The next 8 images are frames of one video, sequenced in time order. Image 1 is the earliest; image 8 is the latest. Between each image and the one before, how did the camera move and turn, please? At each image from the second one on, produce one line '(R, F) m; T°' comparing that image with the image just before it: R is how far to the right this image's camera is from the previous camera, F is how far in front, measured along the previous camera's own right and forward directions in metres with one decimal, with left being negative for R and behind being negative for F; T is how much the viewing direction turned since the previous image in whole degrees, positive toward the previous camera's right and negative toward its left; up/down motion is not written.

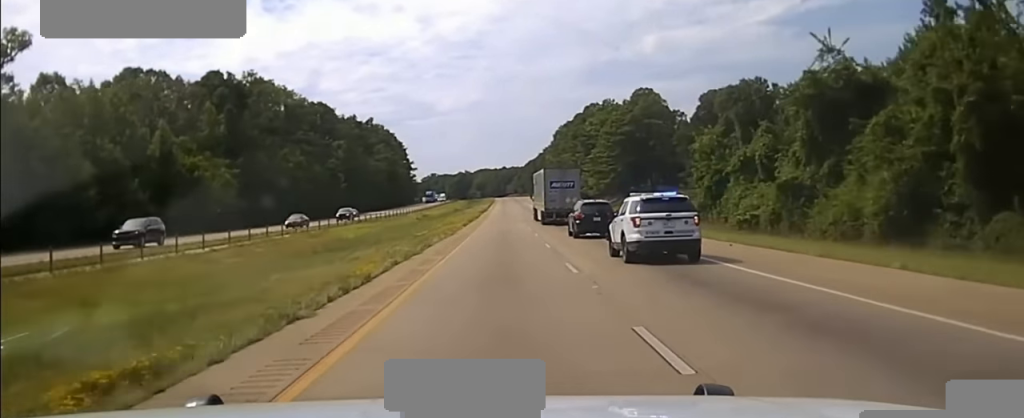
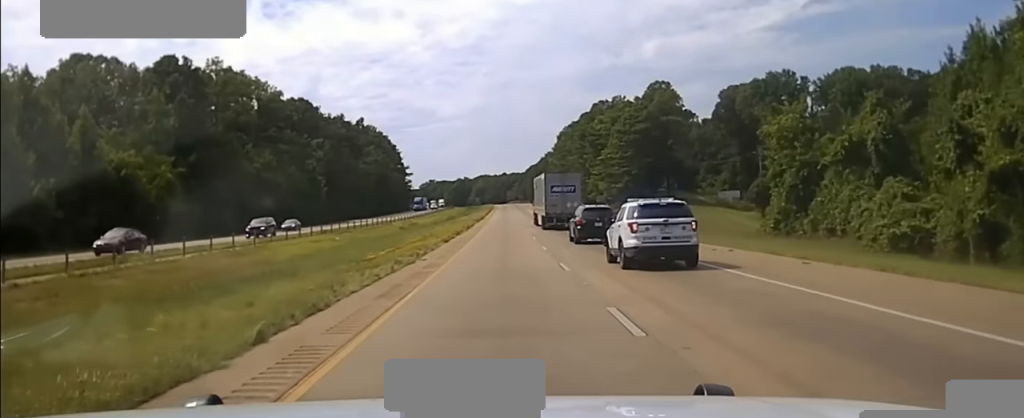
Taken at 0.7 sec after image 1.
(0.0, +21.5) m; 0°
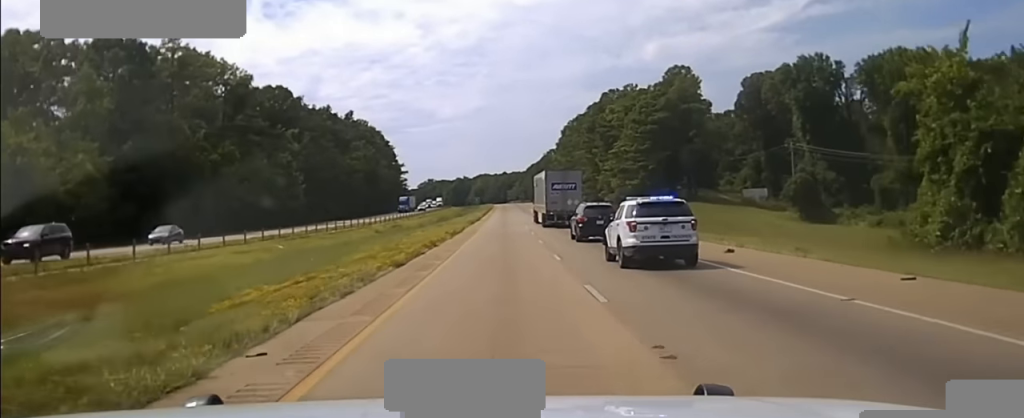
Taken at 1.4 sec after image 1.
(0.0, +20.6) m; 0°
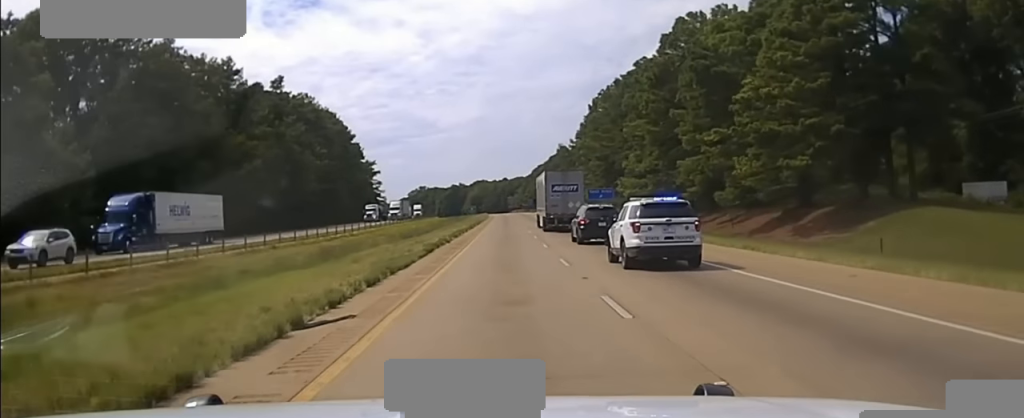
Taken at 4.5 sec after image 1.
(+1.5, +88.6) m; +1°
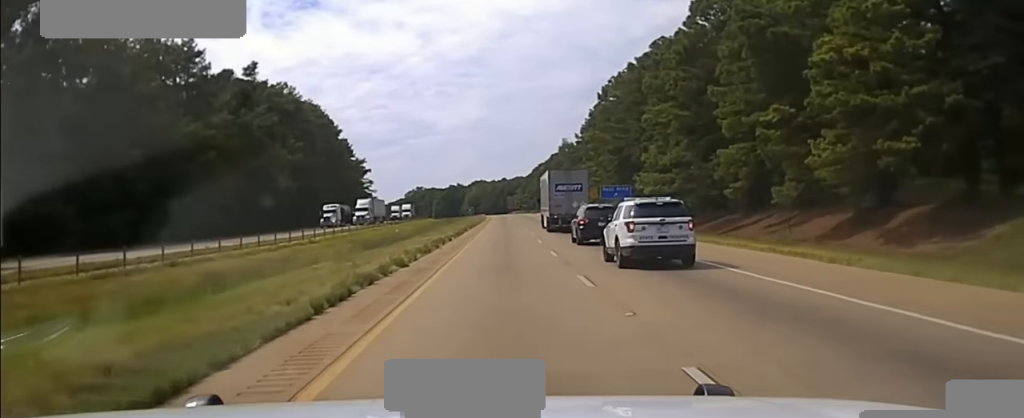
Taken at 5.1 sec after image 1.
(-0.2, +17.5) m; 0°
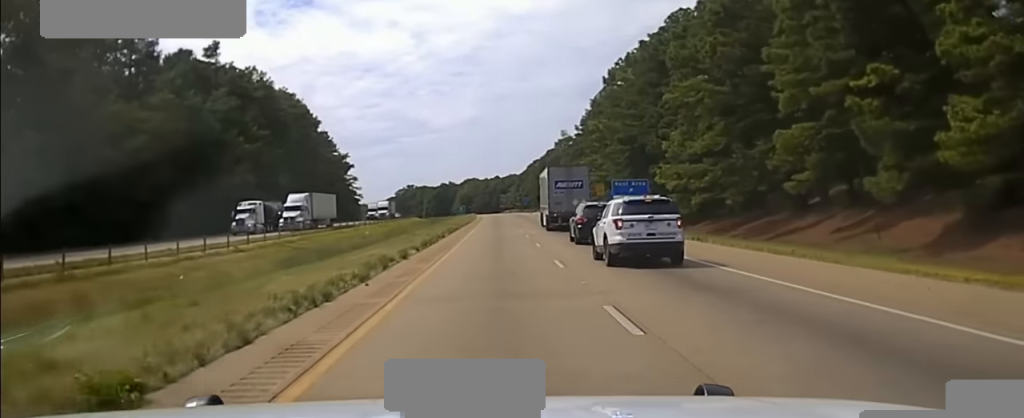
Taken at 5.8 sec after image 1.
(0.0, +17.8) m; +1°
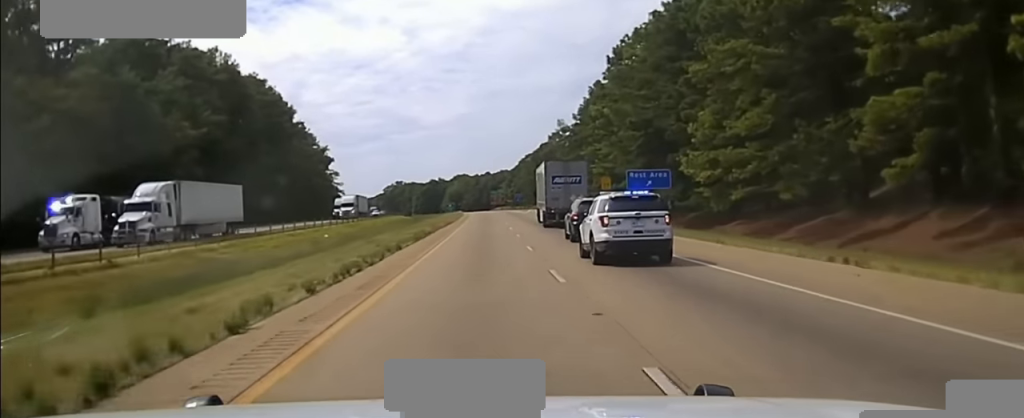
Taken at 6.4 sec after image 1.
(+0.1, +15.7) m; 0°
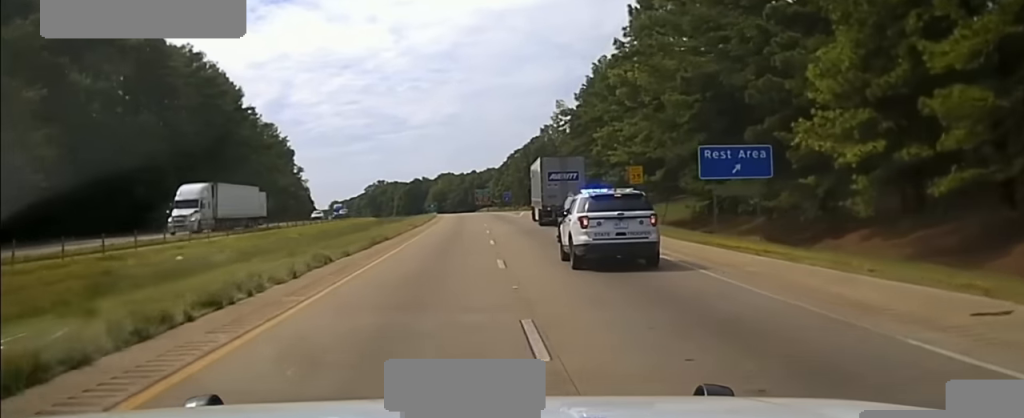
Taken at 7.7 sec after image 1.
(+0.2, +31.4) m; +1°
